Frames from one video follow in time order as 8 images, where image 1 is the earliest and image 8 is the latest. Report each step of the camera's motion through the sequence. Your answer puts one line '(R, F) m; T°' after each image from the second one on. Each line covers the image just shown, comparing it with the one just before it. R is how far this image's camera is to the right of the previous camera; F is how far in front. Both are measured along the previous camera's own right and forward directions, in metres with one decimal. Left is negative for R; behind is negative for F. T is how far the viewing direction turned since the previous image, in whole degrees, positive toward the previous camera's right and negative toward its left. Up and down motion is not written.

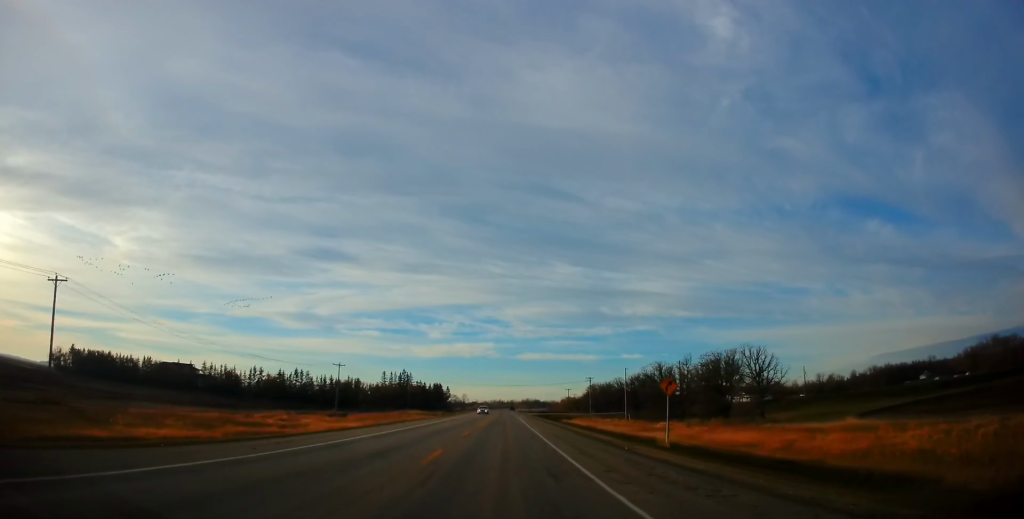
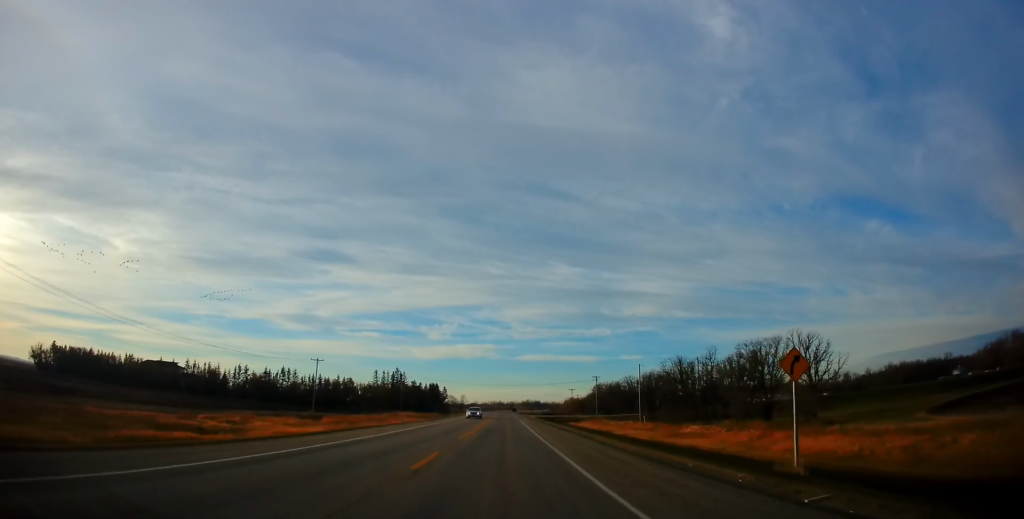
(0.0, +13.4) m; 0°
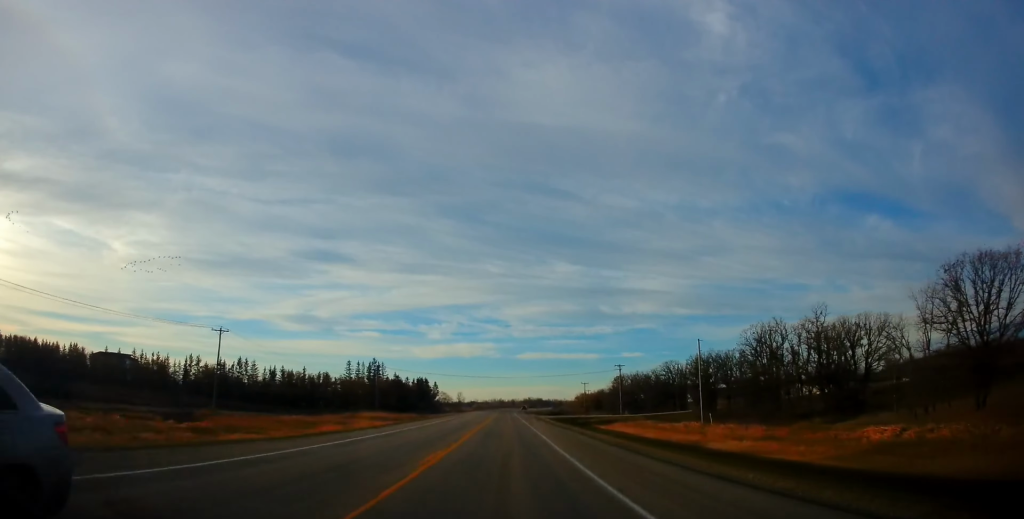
(-0.1, +35.5) m; 0°
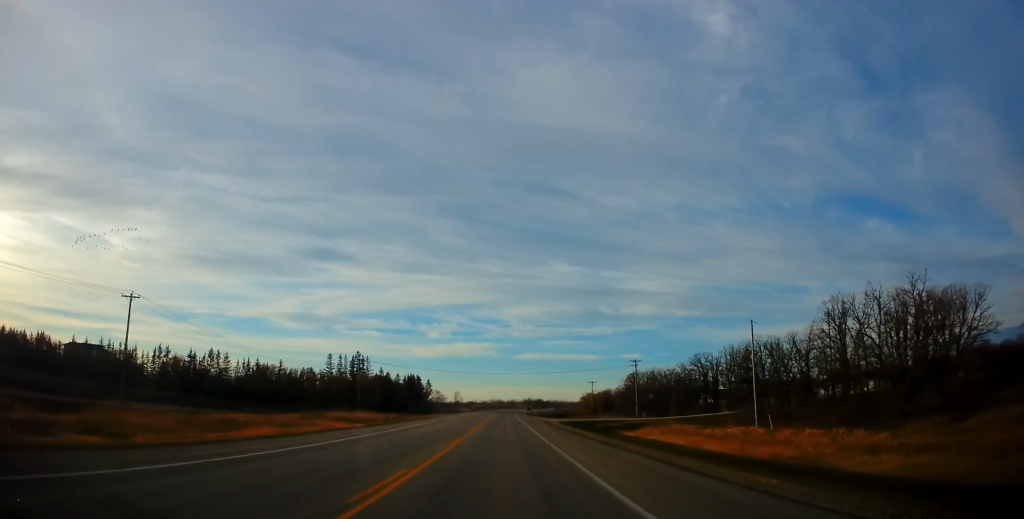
(0.0, +17.6) m; 0°
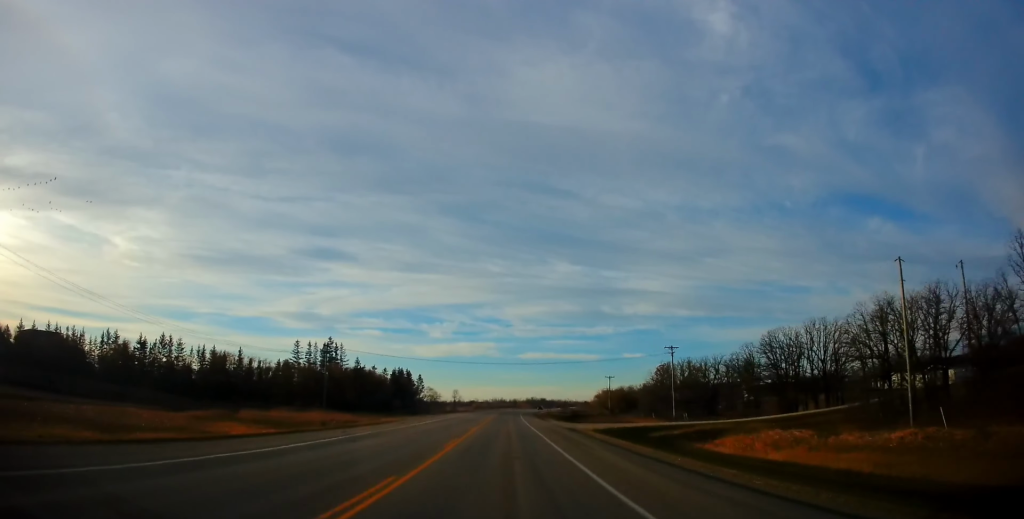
(+0.1, +25.2) m; 0°
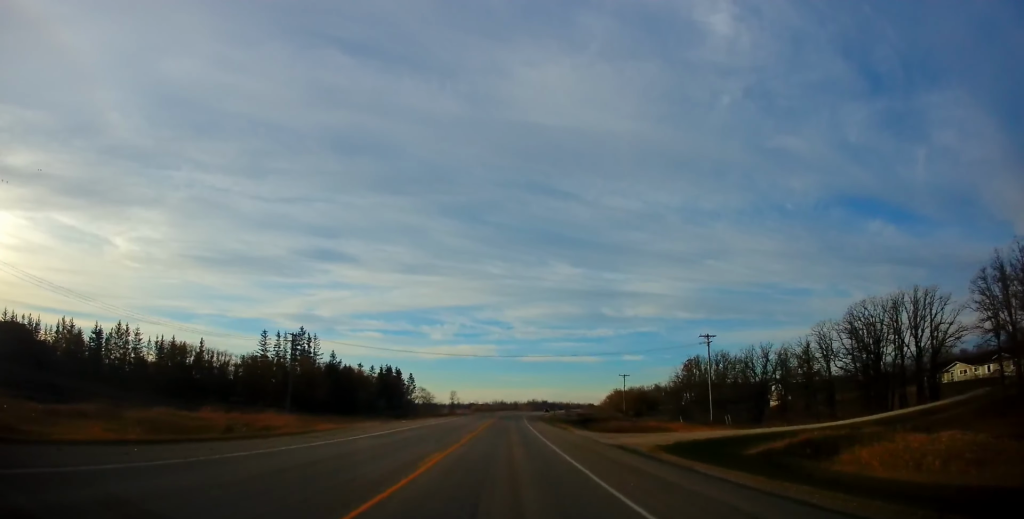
(+0.1, +17.4) m; 0°
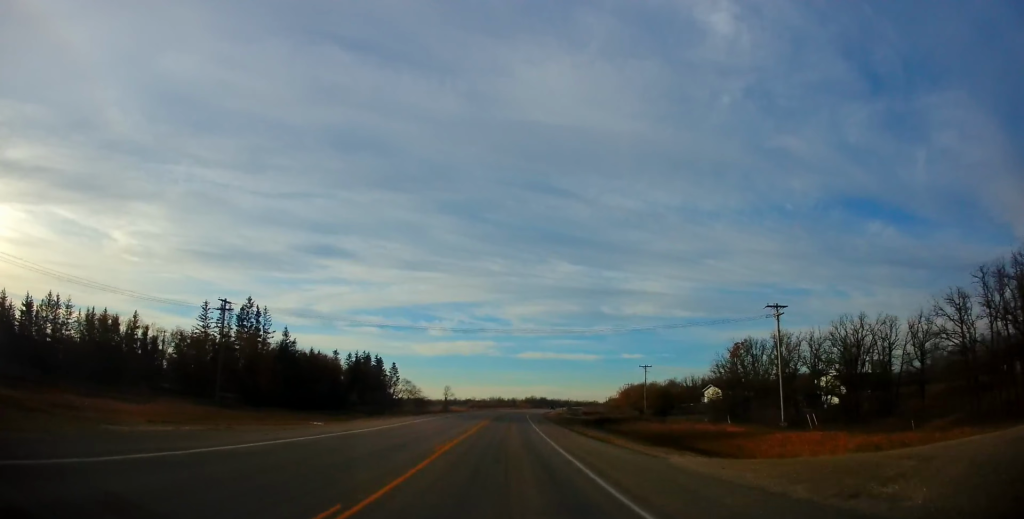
(-0.1, +21.2) m; 0°
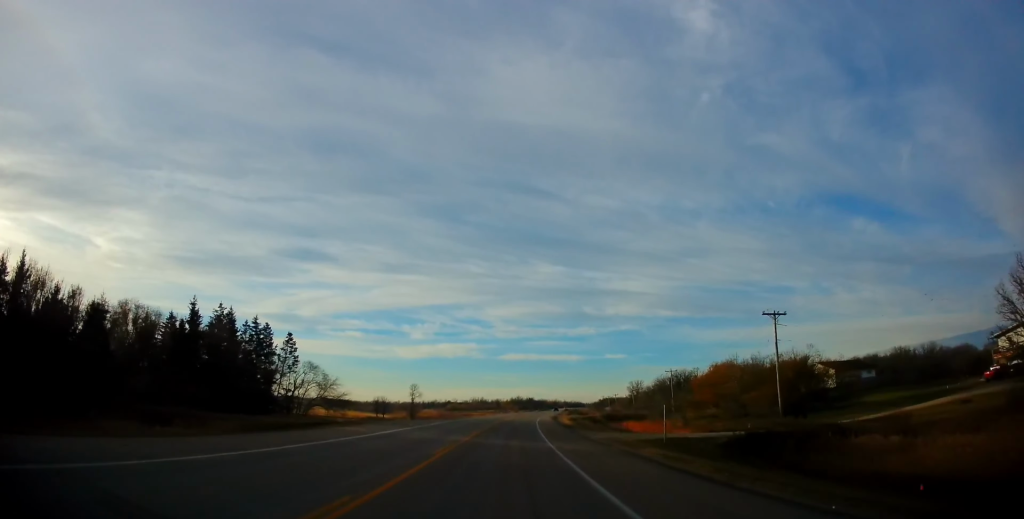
(+0.6, +55.8) m; +2°
